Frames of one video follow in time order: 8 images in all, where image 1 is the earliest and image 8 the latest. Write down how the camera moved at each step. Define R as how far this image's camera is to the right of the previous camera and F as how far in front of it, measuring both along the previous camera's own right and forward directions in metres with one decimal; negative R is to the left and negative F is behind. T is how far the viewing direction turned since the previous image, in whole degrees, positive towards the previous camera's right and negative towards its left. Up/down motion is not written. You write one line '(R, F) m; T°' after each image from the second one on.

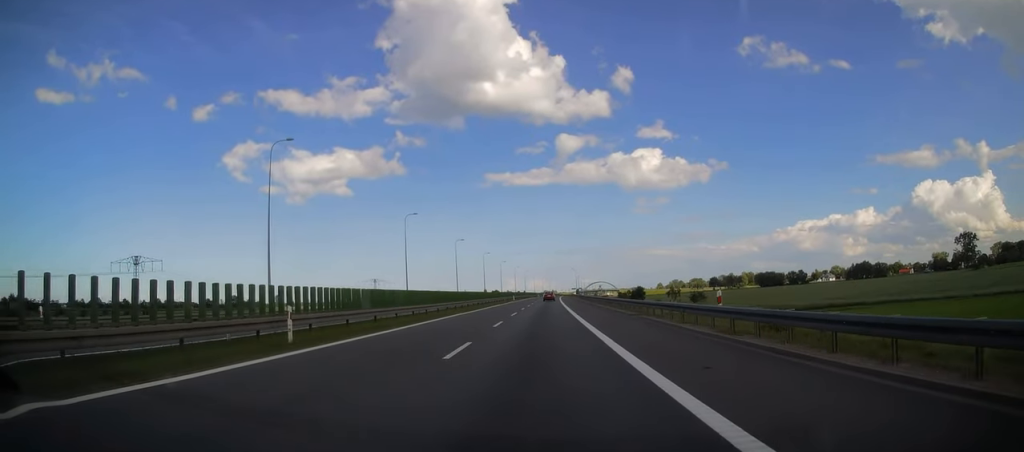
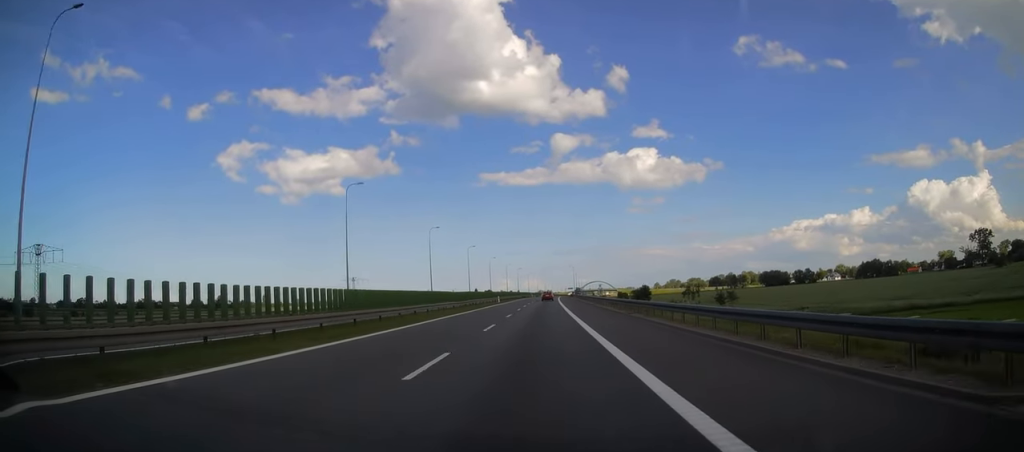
(+0.1, +26.6) m; +1°
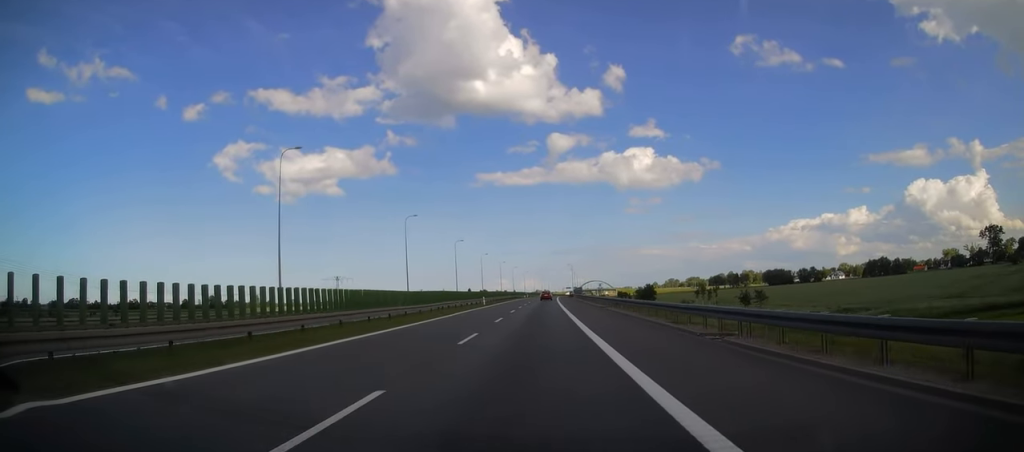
(+0.3, +17.3) m; 0°
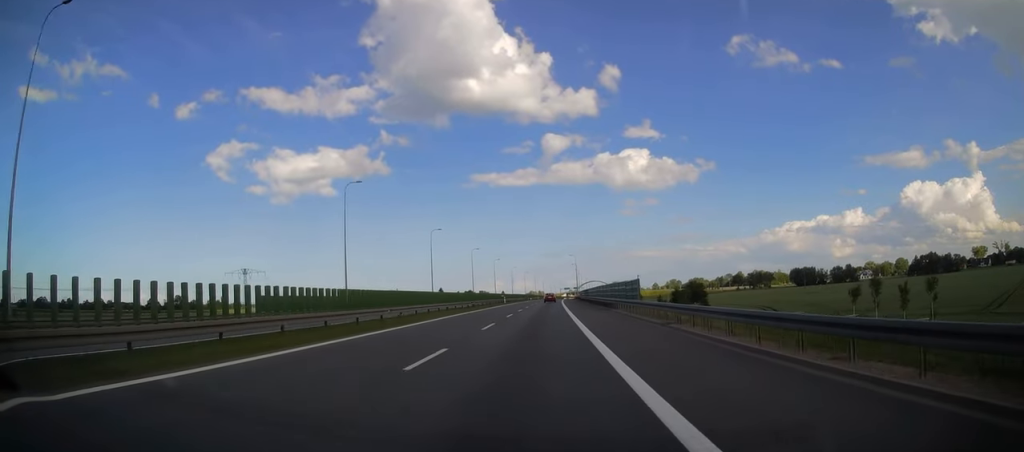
(-0.1, +76.7) m; 0°
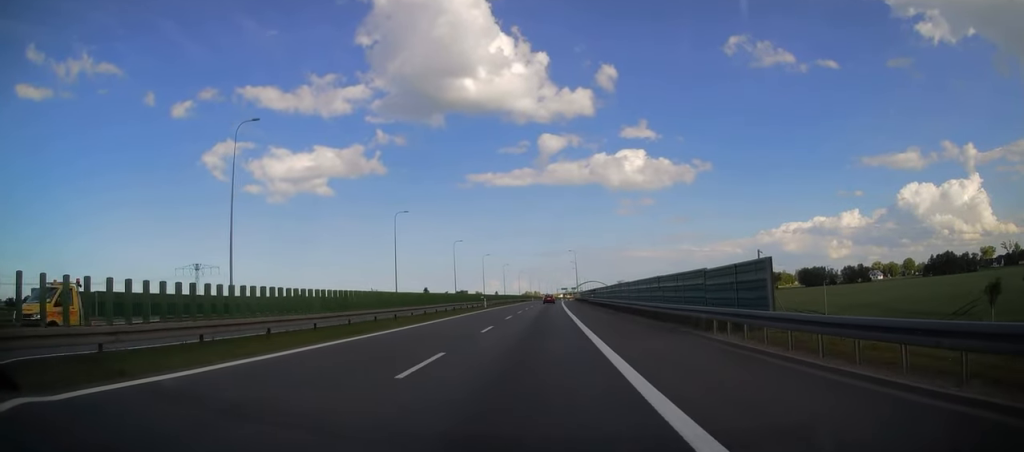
(+0.1, +24.9) m; +1°
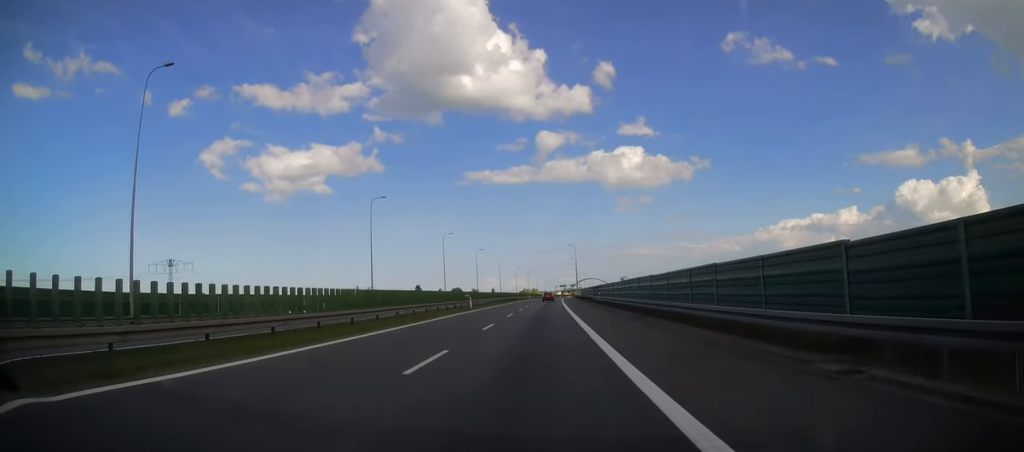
(+0.1, +11.5) m; 0°
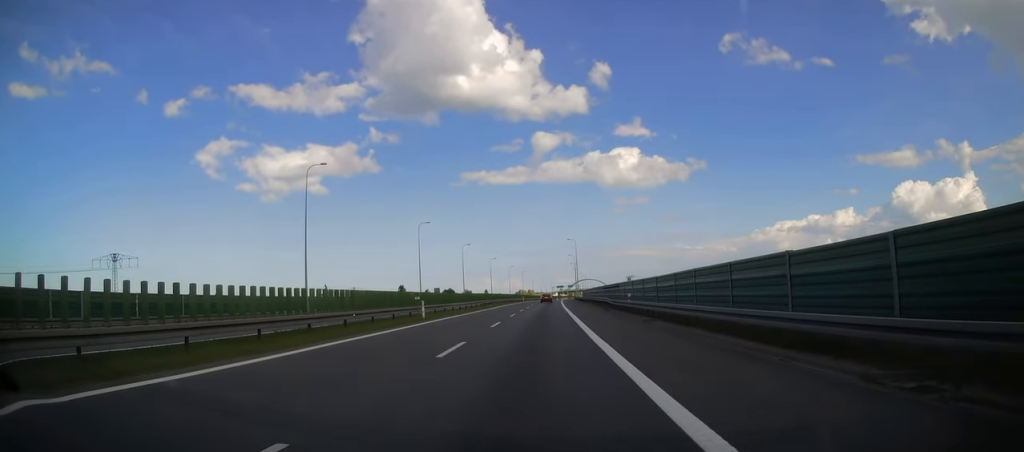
(0.0, +20.9) m; +1°
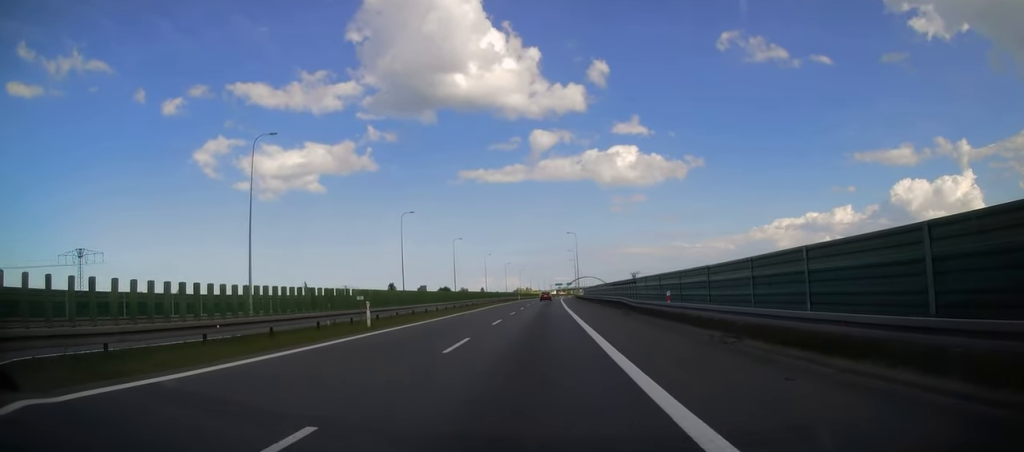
(+0.1, +11.1) m; 0°
